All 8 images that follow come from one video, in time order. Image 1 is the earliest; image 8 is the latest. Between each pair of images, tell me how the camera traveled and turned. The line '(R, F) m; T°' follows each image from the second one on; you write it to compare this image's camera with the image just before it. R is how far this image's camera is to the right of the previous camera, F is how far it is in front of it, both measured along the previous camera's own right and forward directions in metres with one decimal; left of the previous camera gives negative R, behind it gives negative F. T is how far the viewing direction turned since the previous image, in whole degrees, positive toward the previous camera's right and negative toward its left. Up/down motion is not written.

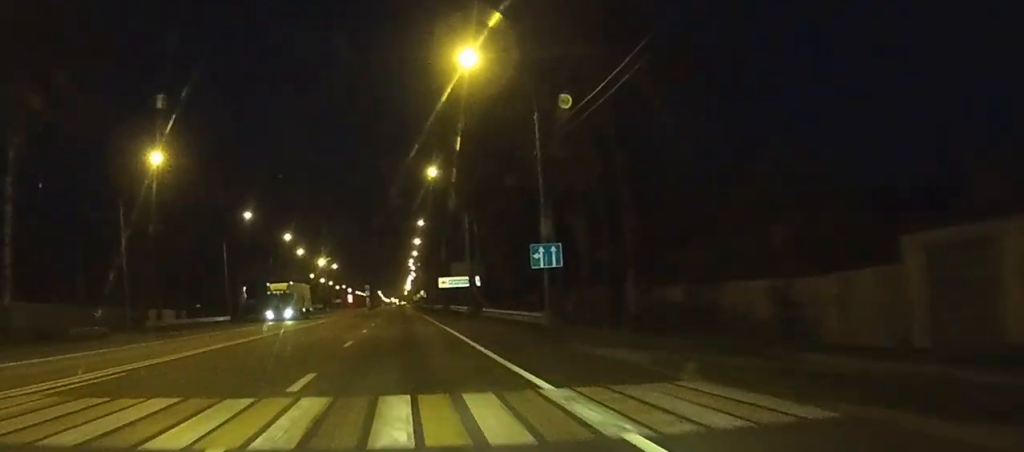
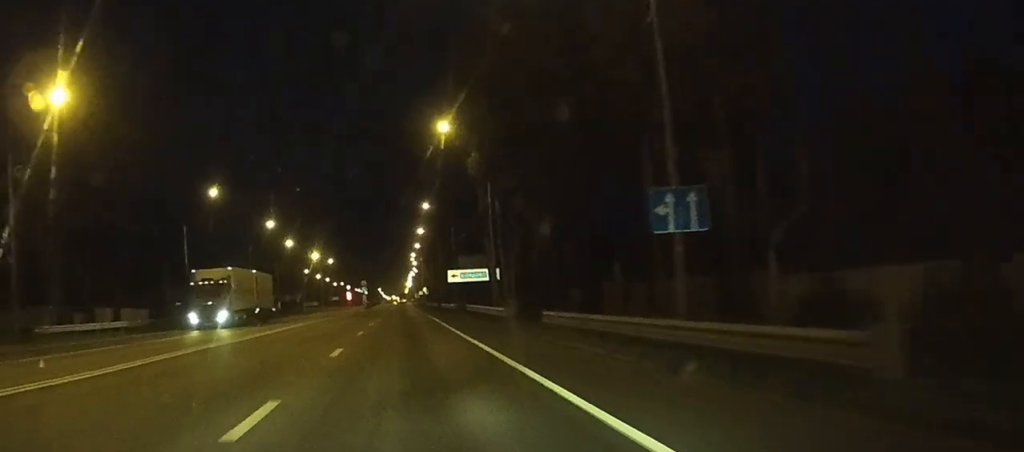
(0.0, +16.7) m; 0°
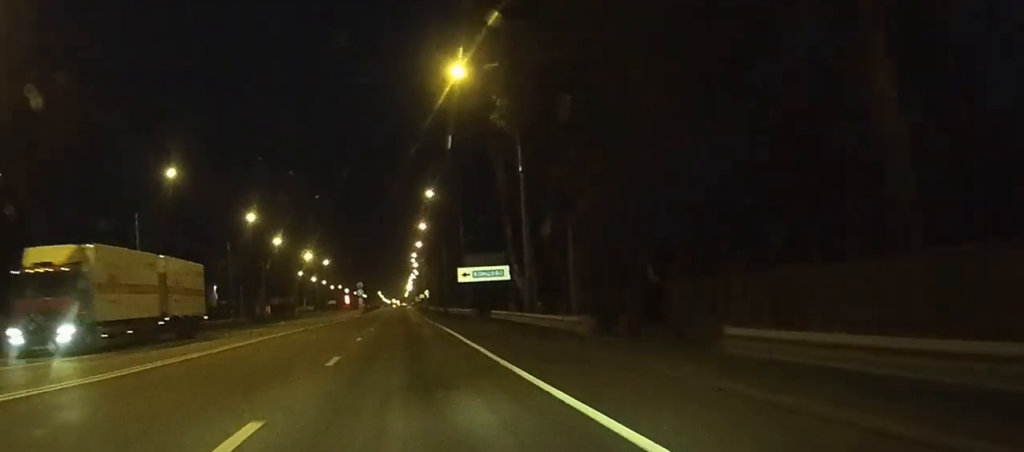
(0.0, +13.3) m; 0°
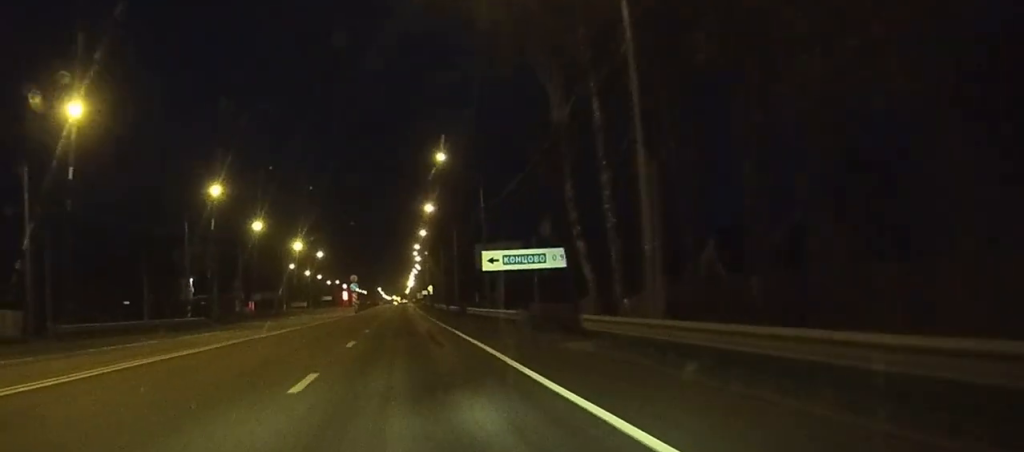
(-0.2, +18.2) m; 0°
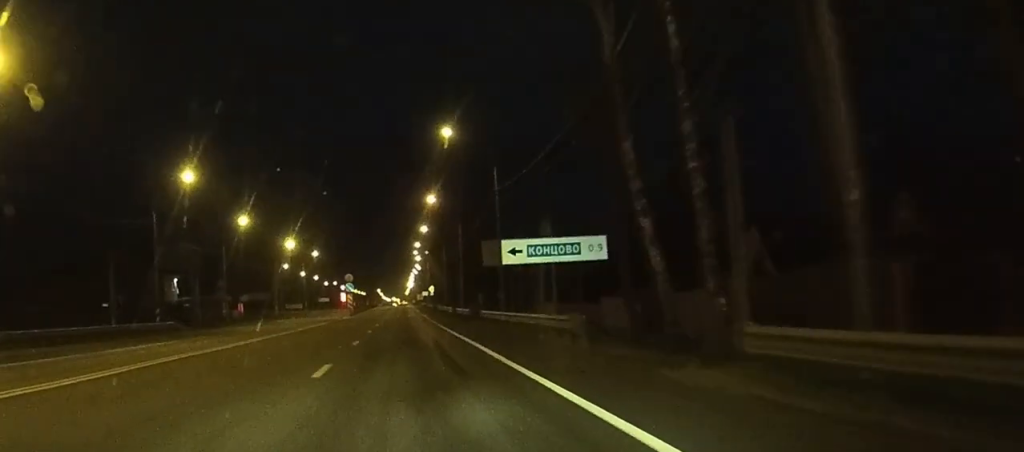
(0.0, +9.2) m; 0°
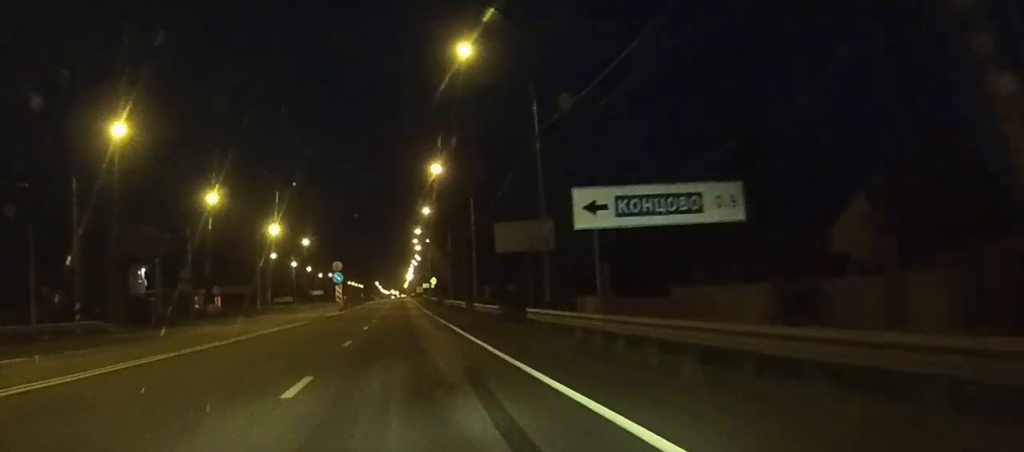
(+0.1, +15.6) m; 0°
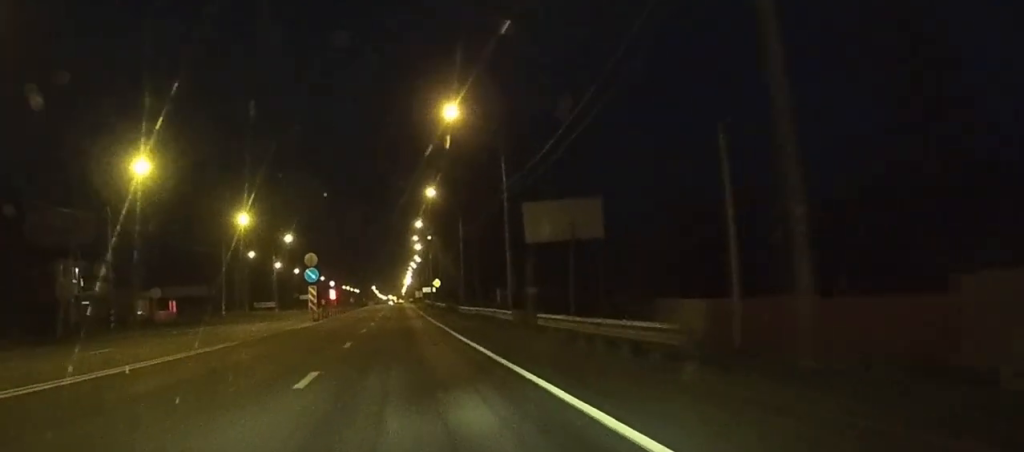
(0.0, +22.2) m; 0°
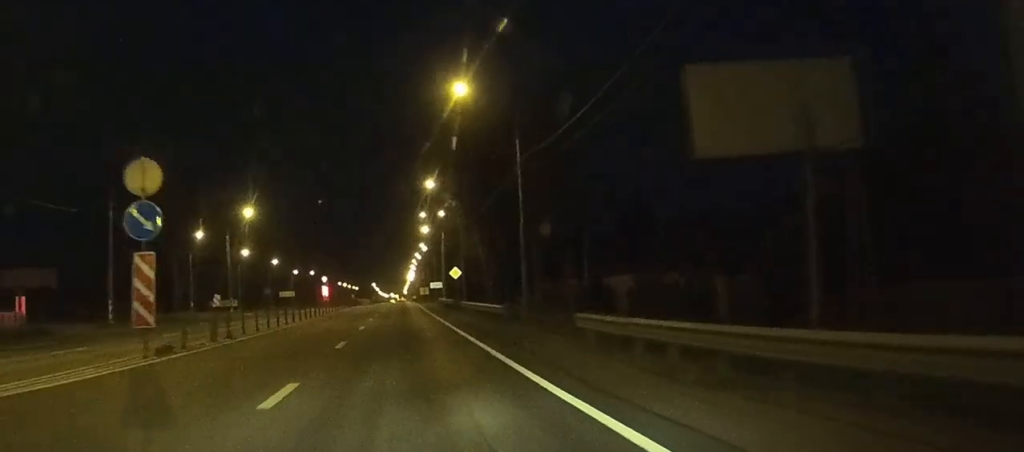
(+0.2, +39.1) m; 0°
